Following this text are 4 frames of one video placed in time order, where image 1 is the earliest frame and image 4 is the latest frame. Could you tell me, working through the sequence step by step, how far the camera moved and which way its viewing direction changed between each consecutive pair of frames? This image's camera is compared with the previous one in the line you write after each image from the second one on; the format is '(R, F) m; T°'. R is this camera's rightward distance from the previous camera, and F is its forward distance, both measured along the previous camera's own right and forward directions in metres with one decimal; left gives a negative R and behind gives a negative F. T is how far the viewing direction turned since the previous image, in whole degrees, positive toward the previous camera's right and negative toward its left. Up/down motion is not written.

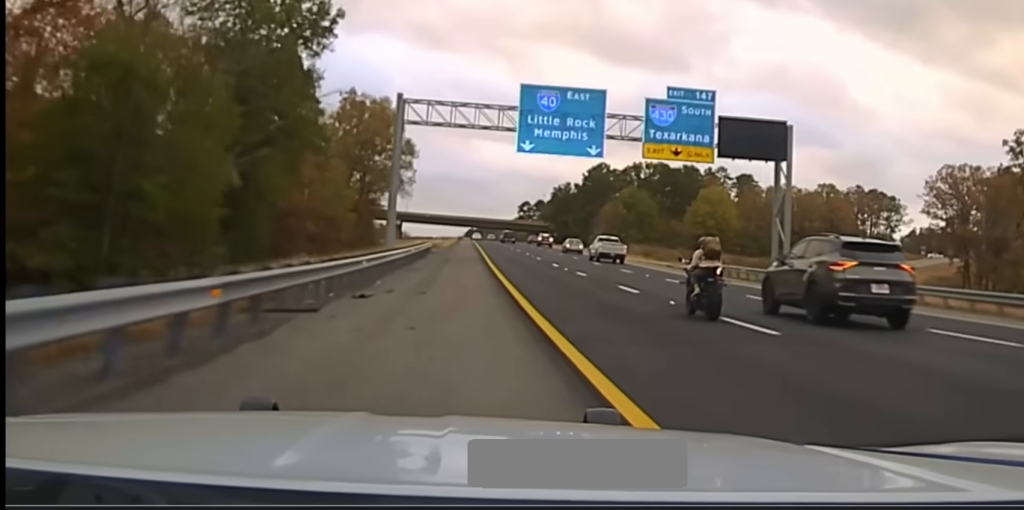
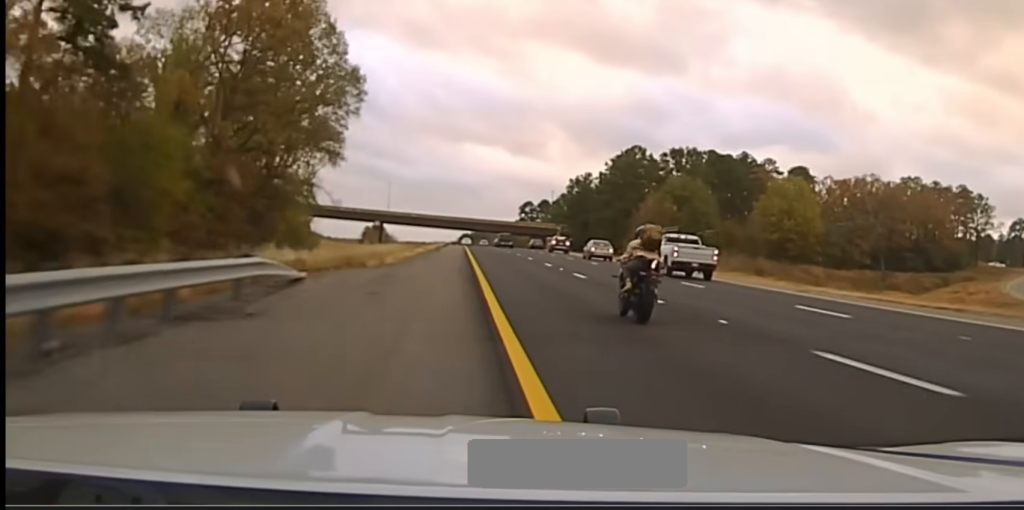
(+0.2, +52.6) m; 0°
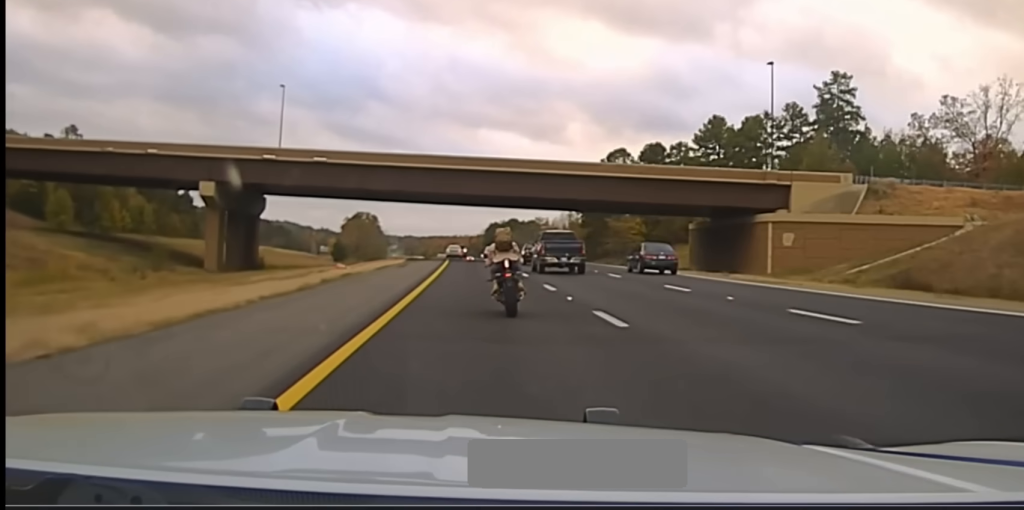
(-1.8, +179.3) m; -3°
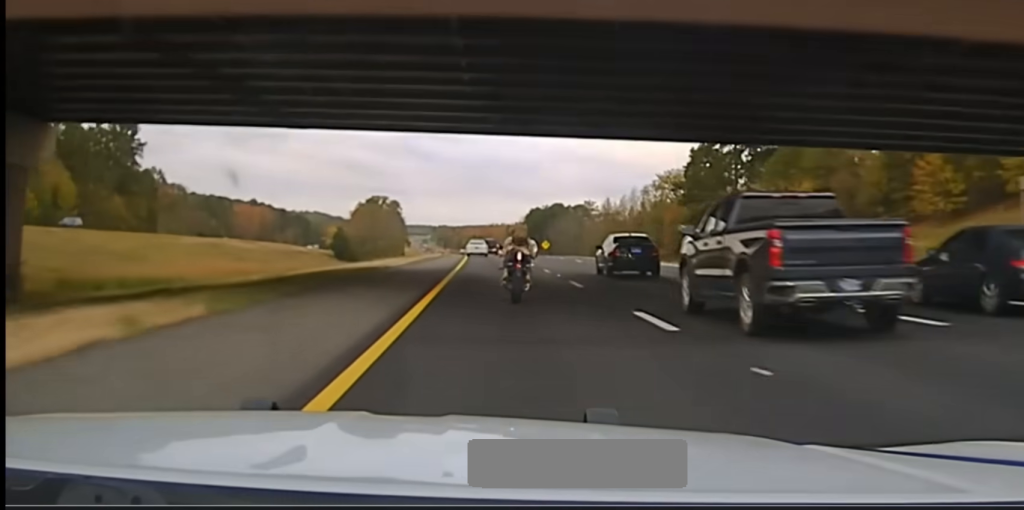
(-1.6, +57.5) m; -2°
